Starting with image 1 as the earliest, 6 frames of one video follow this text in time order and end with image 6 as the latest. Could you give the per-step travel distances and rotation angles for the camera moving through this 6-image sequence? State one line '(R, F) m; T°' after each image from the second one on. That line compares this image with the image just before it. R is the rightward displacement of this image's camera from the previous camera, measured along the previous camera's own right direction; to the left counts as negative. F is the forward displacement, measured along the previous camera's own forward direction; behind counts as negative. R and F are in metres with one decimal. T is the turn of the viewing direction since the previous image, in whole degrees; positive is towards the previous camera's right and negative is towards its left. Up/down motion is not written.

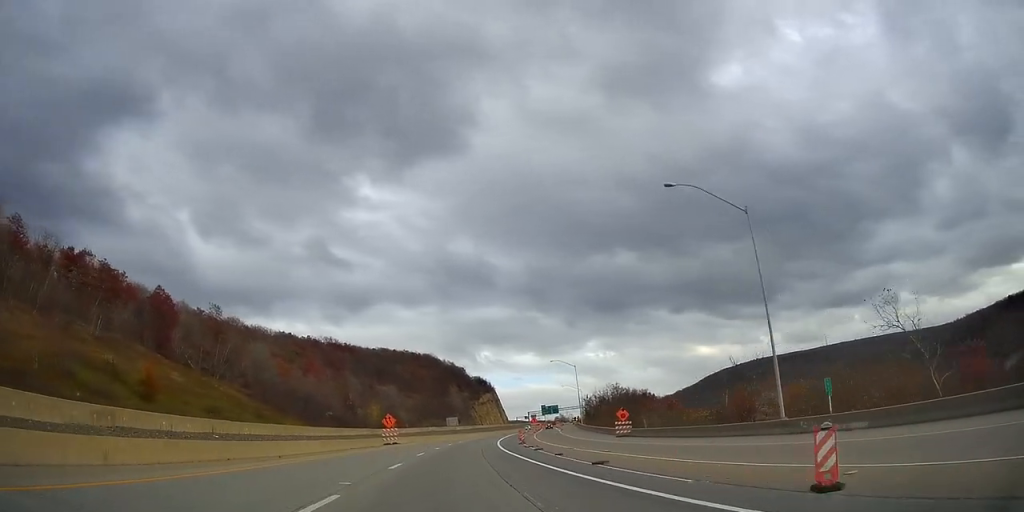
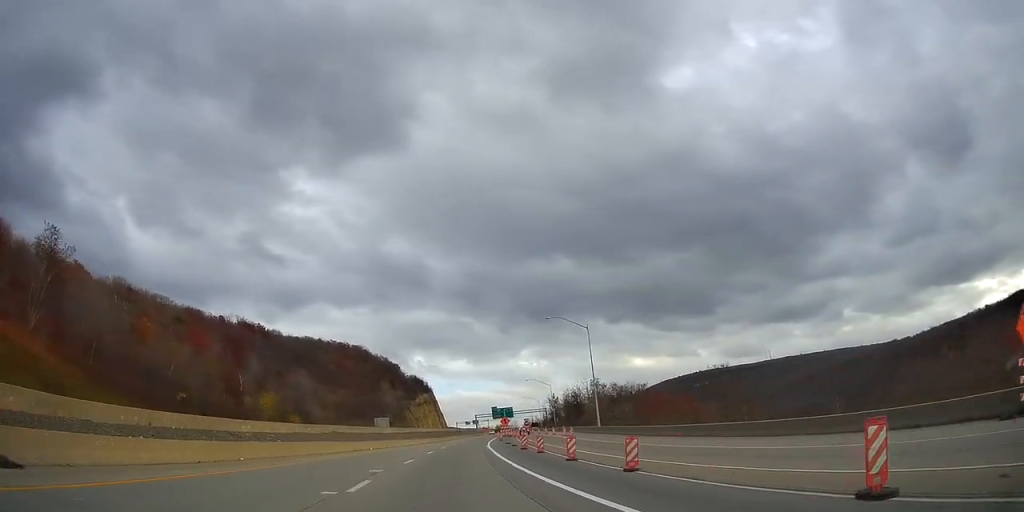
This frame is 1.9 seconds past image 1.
(+3.7, +54.7) m; +6°
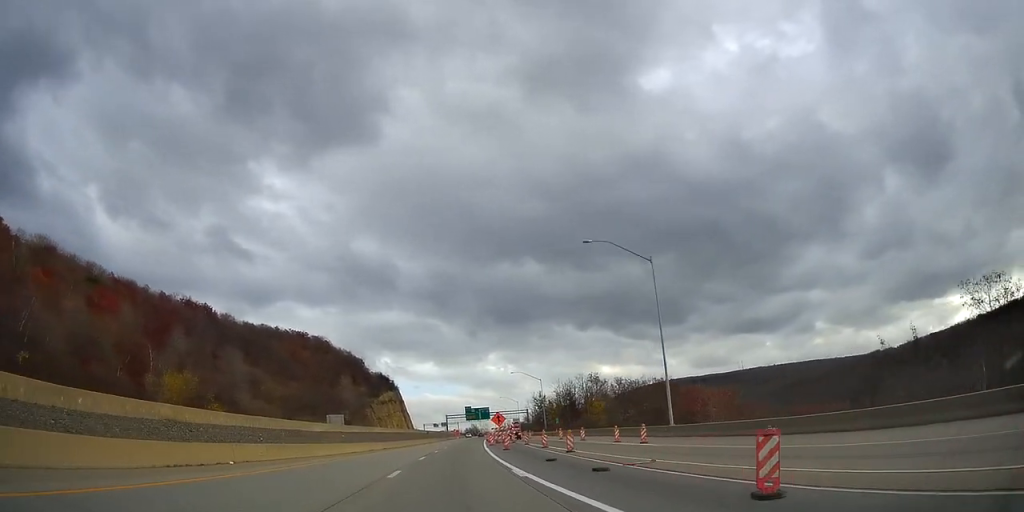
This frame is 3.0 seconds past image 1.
(+0.5, +32.0) m; +4°
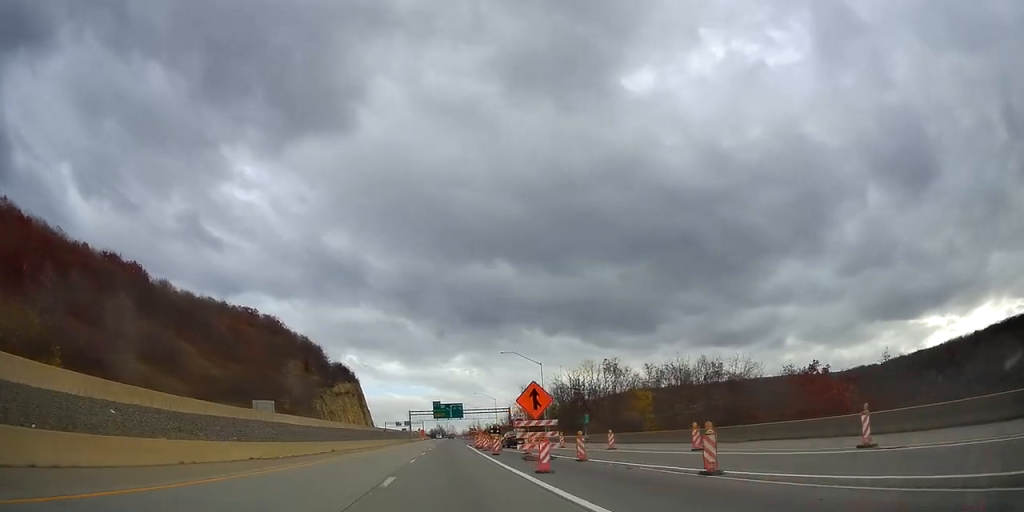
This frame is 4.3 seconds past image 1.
(+2.6, +39.4) m; +5°
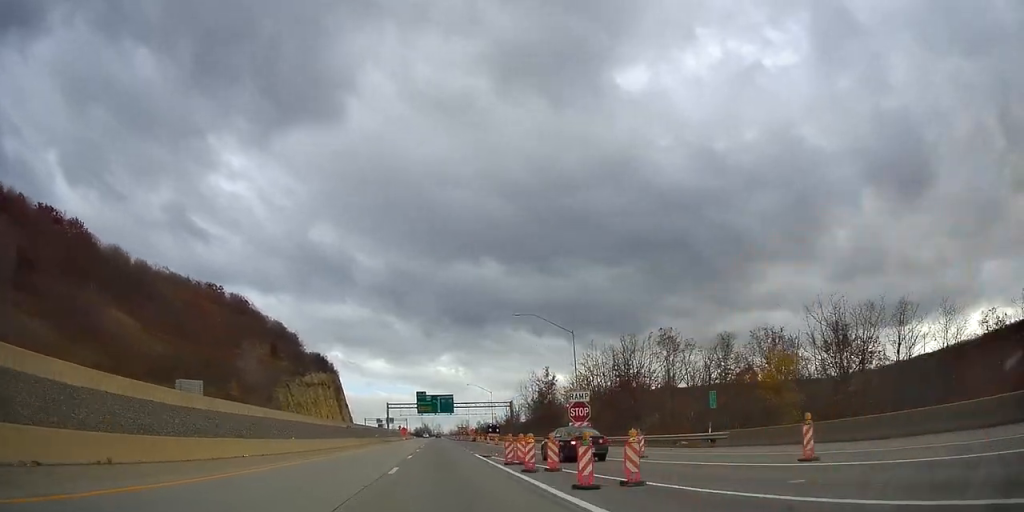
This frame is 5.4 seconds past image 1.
(+0.7, +32.3) m; +2°
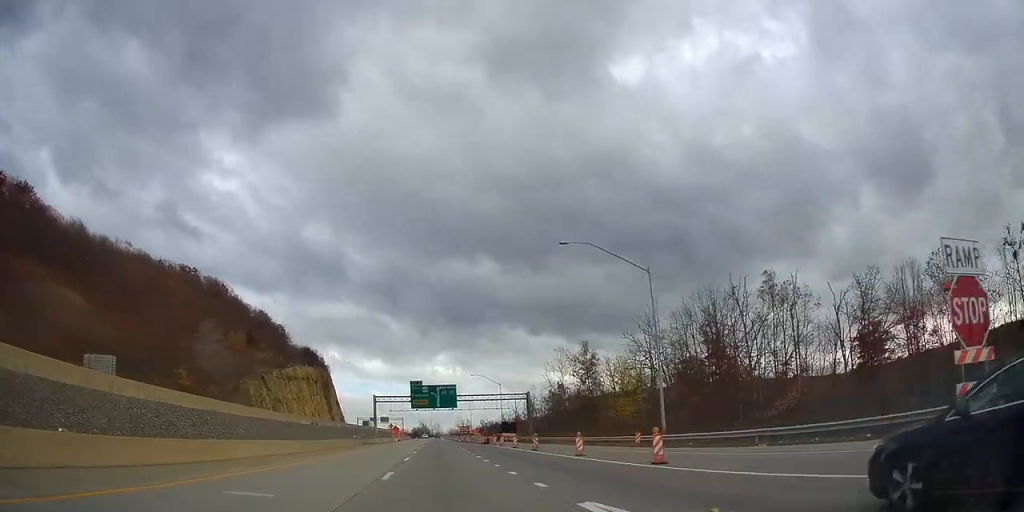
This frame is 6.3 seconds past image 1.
(+0.4, +26.6) m; +2°
